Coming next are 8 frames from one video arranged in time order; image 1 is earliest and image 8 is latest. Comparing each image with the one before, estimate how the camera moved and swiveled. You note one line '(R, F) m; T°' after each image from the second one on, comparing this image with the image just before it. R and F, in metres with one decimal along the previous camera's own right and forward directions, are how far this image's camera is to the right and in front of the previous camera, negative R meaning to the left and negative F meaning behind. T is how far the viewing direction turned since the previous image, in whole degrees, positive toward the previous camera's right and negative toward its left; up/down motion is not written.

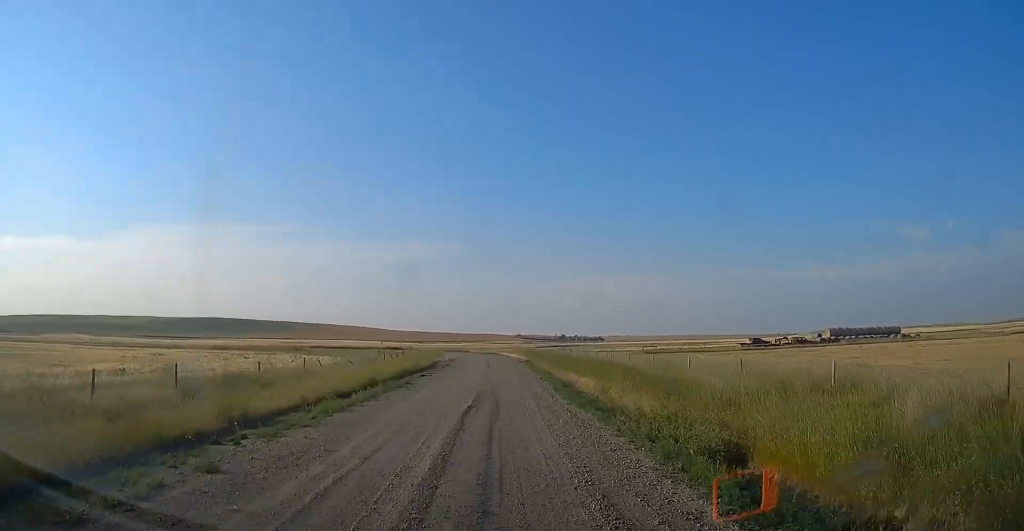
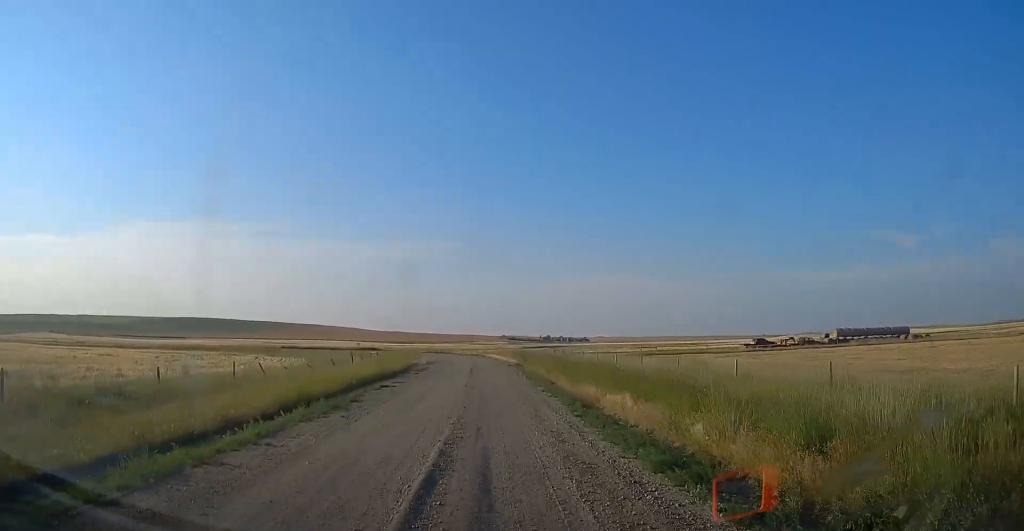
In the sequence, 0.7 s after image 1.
(-0.1, +8.3) m; -1°
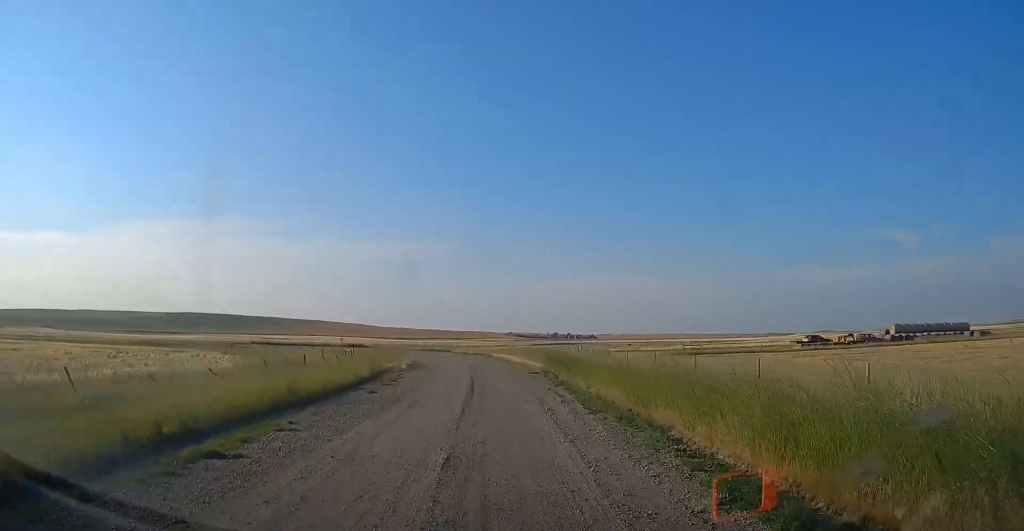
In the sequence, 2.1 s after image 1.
(0.0, +16.6) m; 0°
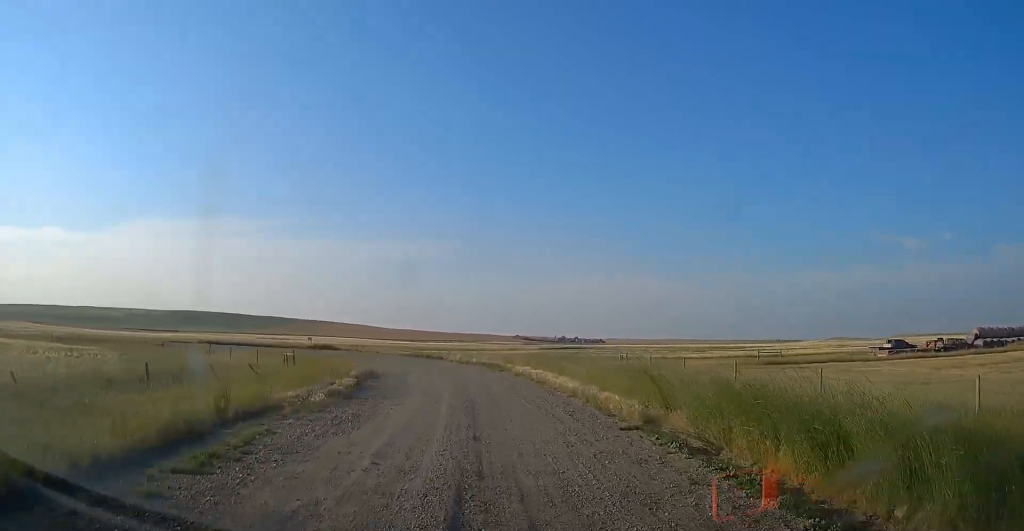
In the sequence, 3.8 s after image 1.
(-0.2, +19.7) m; 0°
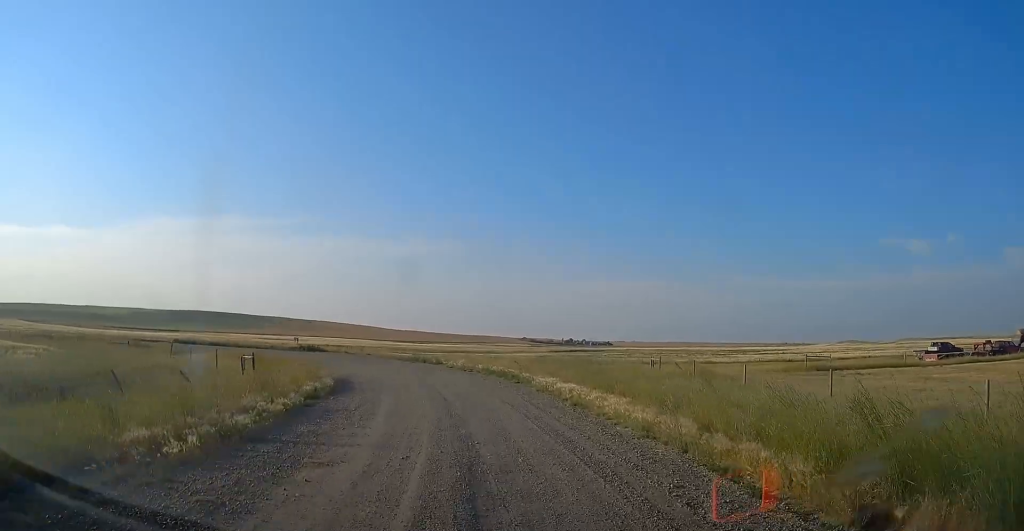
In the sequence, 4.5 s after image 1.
(+0.3, +7.8) m; 0°
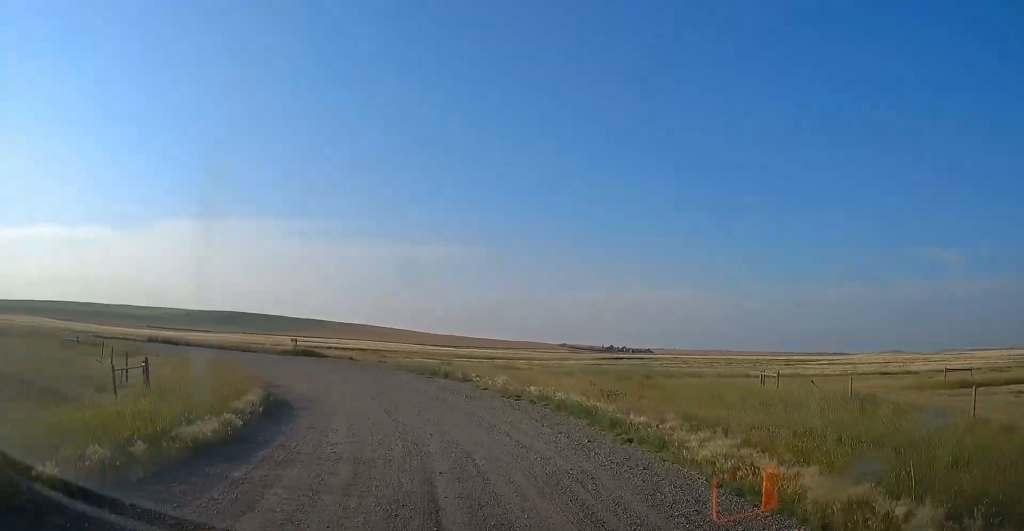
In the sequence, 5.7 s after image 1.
(-0.6, +12.9) m; -4°
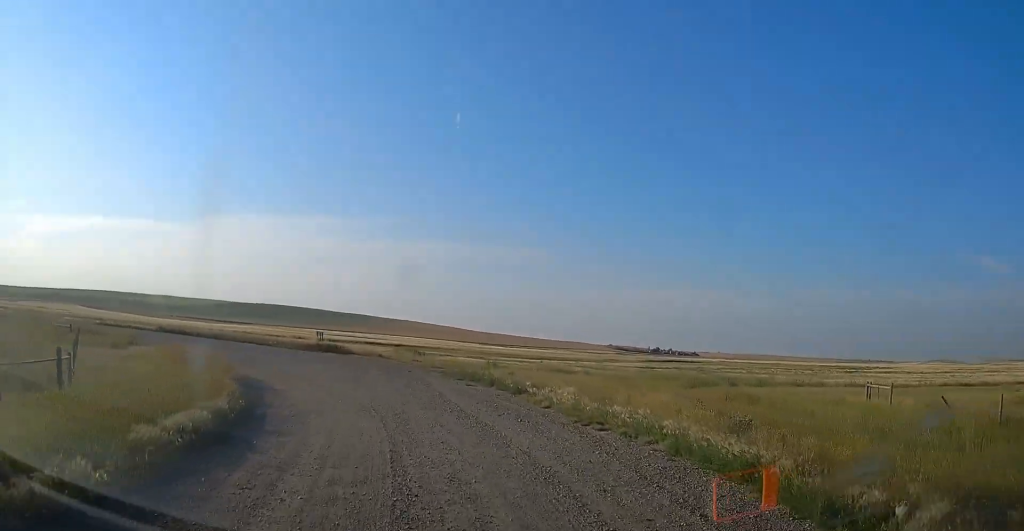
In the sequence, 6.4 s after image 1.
(+0.1, +6.2) m; -2°
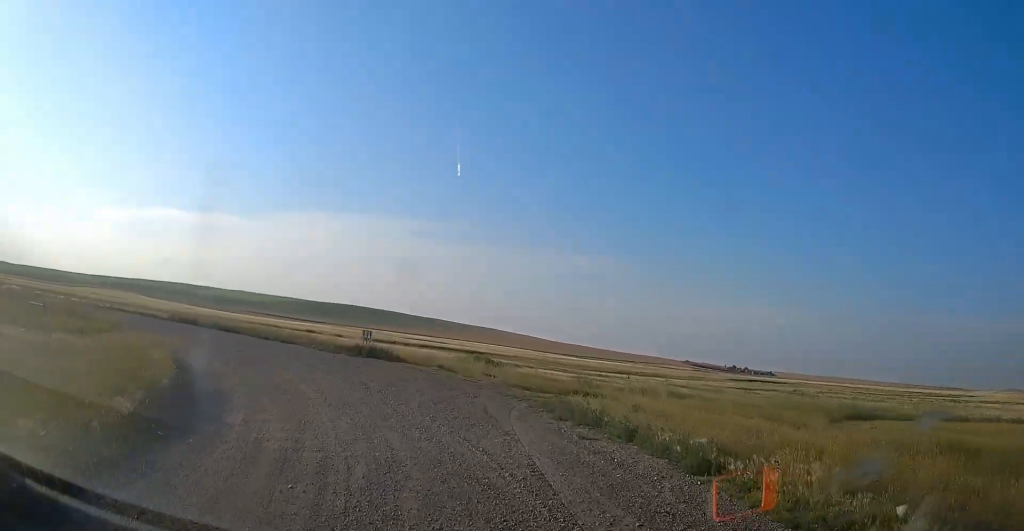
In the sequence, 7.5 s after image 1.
(-0.7, +10.0) m; -9°
